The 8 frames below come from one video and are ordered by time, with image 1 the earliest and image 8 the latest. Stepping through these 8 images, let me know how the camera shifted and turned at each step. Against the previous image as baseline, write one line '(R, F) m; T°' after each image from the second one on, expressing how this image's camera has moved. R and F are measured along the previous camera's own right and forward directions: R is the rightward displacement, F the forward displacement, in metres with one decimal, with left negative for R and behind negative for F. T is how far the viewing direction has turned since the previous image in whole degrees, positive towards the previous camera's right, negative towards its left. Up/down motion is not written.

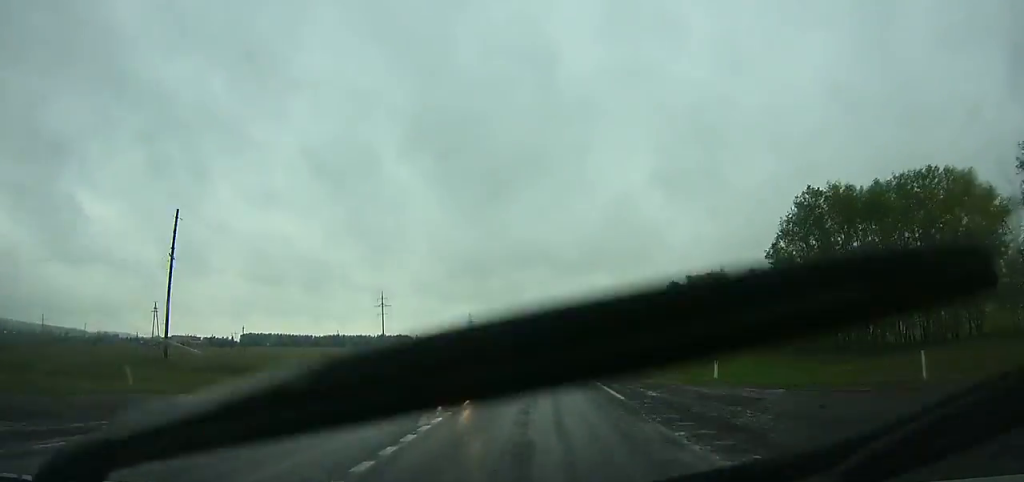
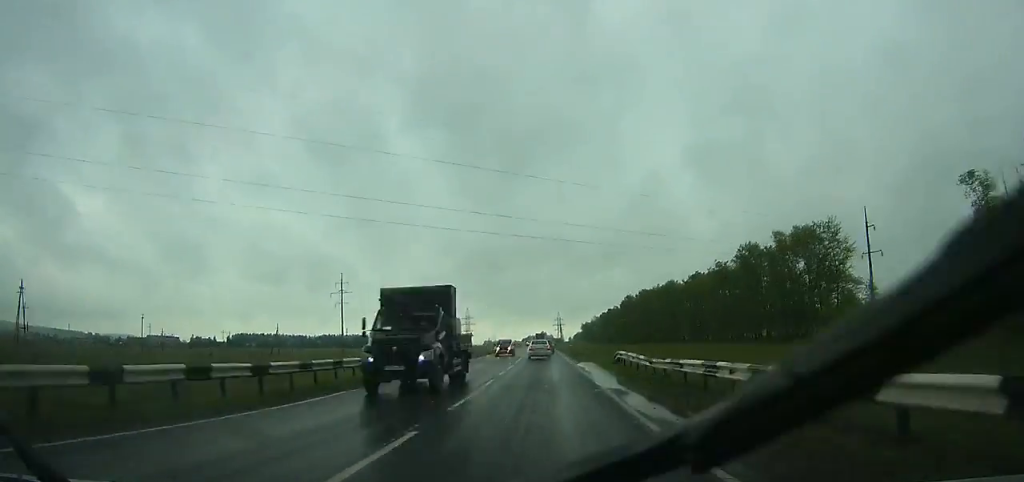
(-0.7, +55.9) m; -1°
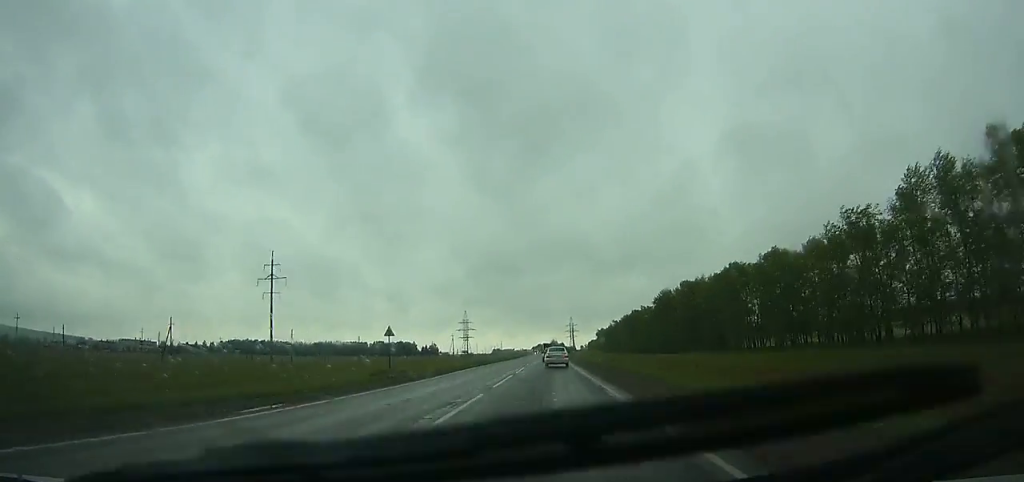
(-0.2, +53.1) m; 0°
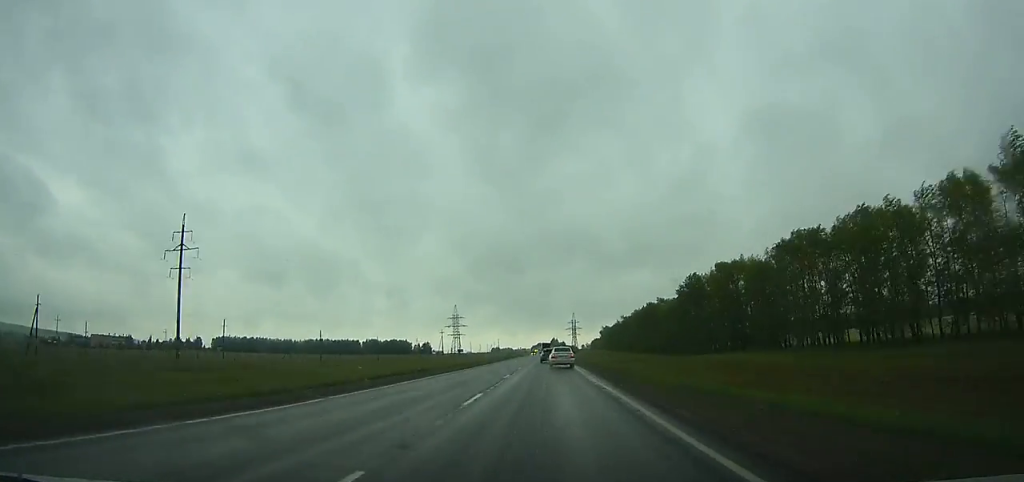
(-0.1, +35.1) m; 0°
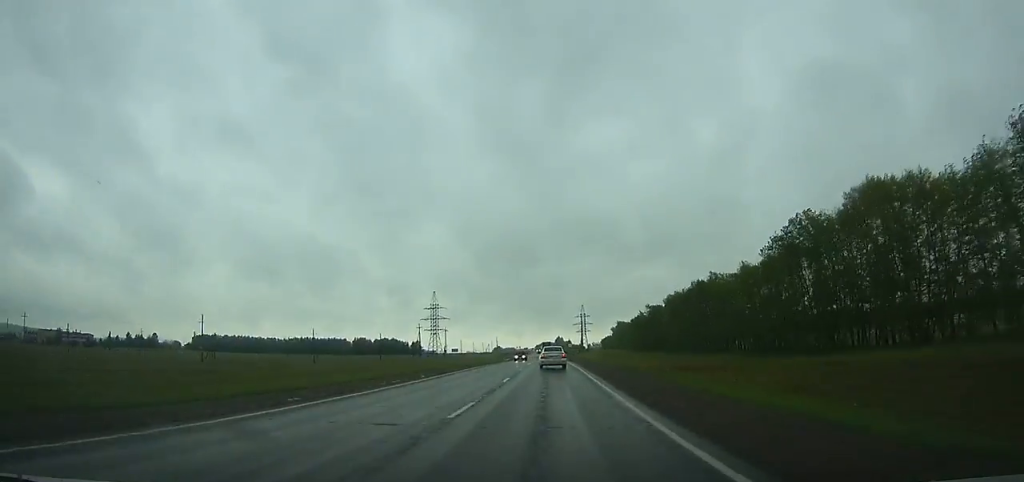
(-0.3, +61.0) m; 0°
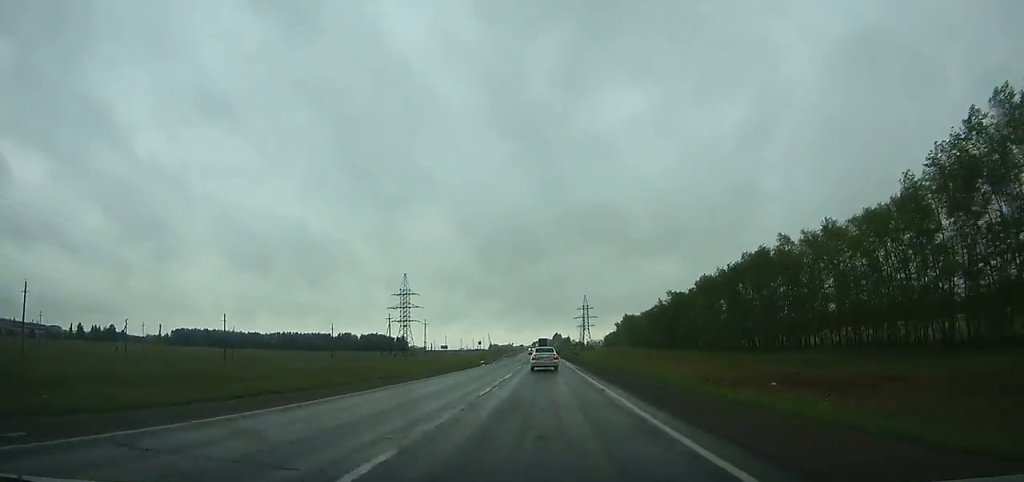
(-0.1, +42.2) m; 0°
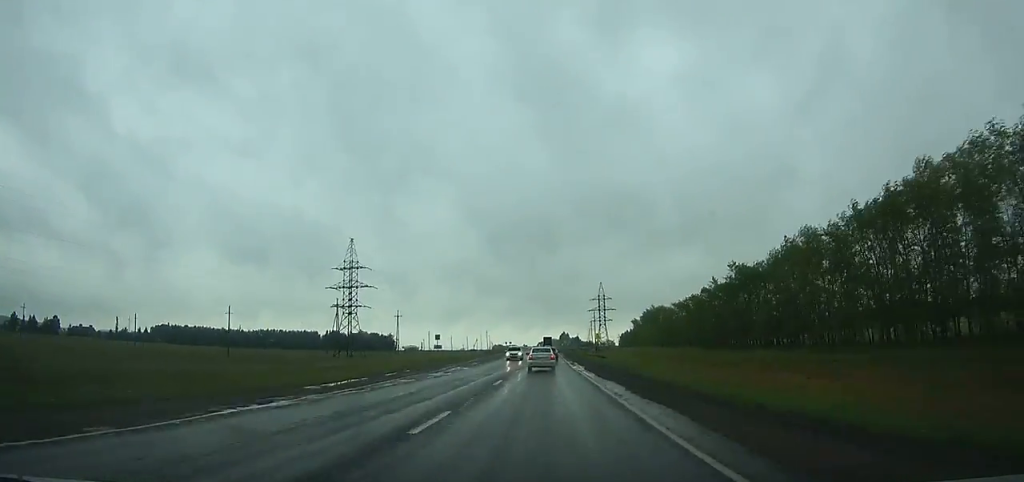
(0.0, +54.5) m; 0°
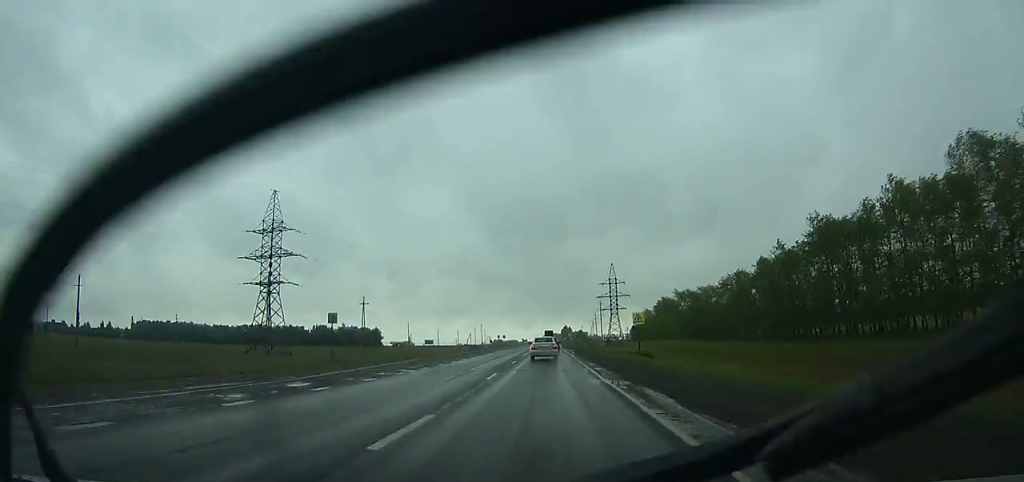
(0.0, +37.8) m; 0°
